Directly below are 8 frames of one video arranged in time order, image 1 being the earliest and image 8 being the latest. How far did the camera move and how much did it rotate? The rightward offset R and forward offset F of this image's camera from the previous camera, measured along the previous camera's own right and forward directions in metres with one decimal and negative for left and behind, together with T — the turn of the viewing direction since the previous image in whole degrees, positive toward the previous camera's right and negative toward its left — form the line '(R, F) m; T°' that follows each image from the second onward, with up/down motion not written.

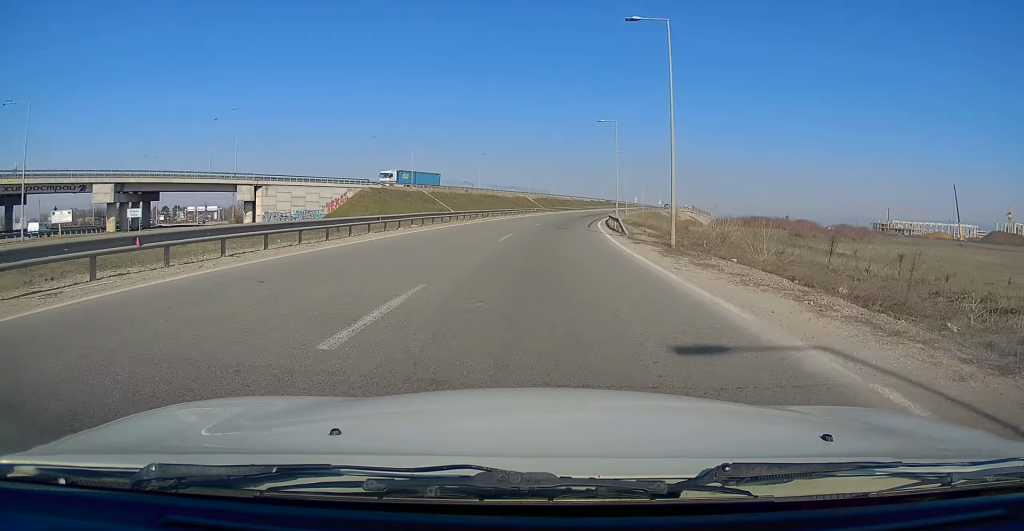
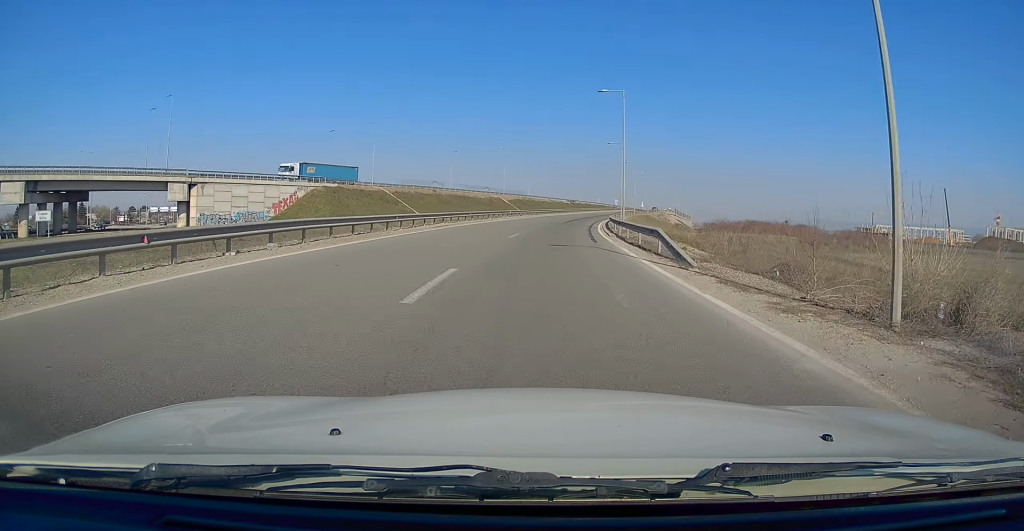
(+0.2, +13.6) m; +3°
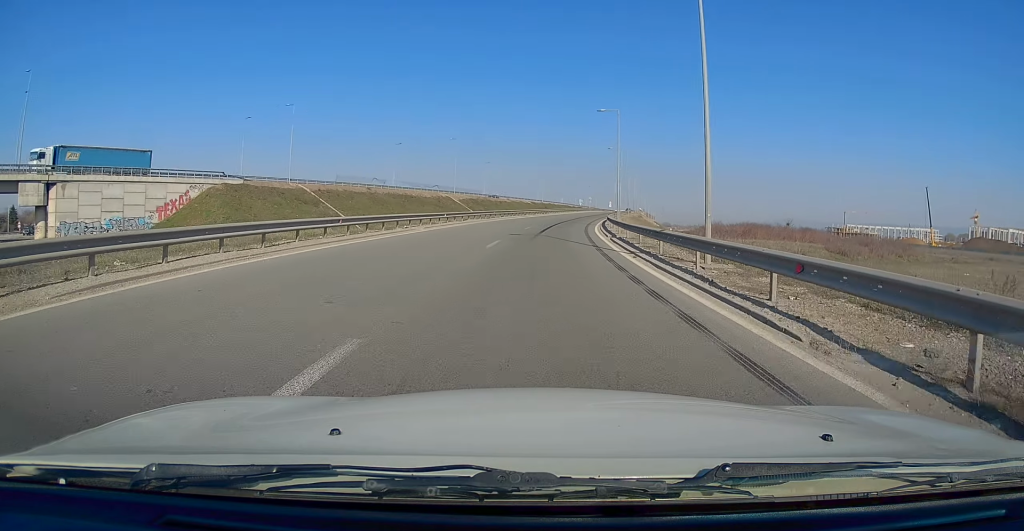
(+1.1, +21.8) m; +5°
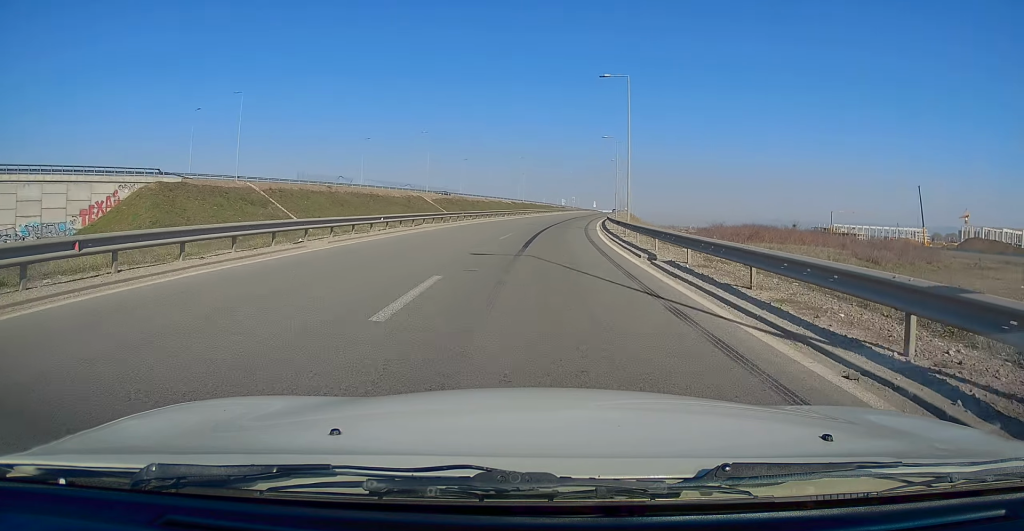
(+0.1, +11.3) m; +2°
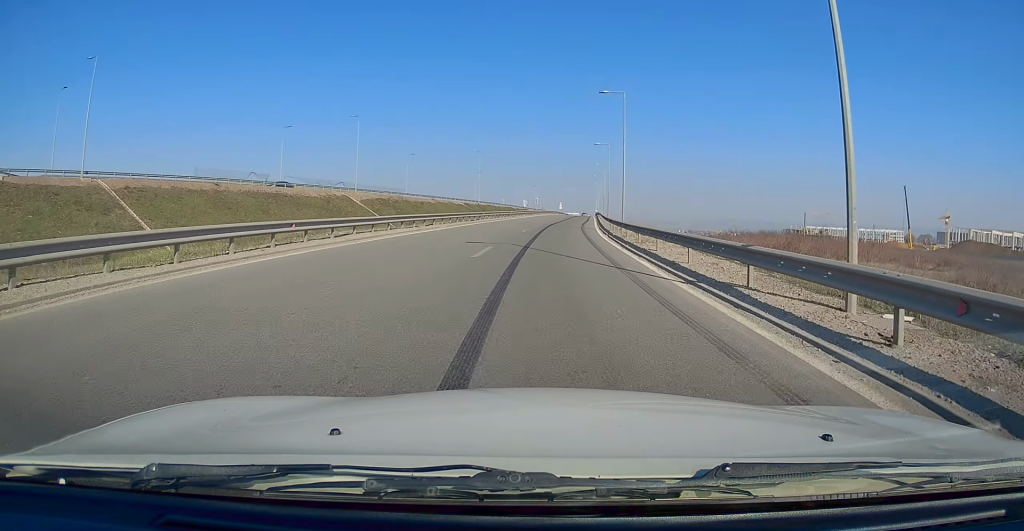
(+0.6, +24.0) m; +2°
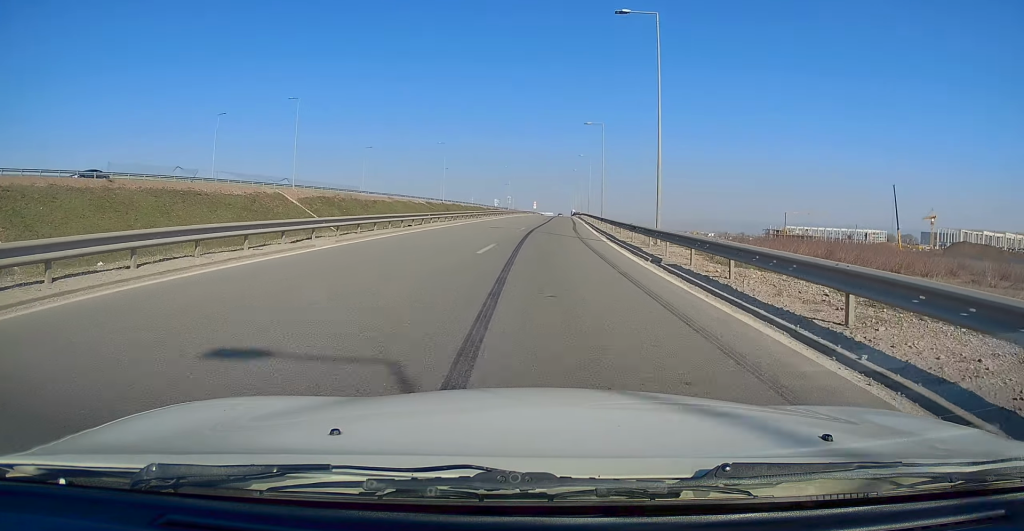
(0.0, +15.2) m; +1°
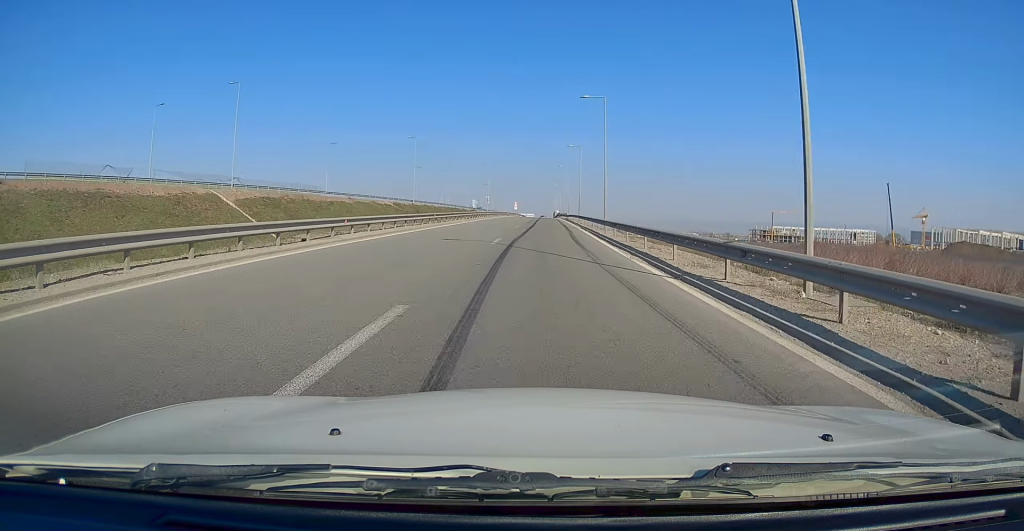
(+0.3, +12.1) m; +2°
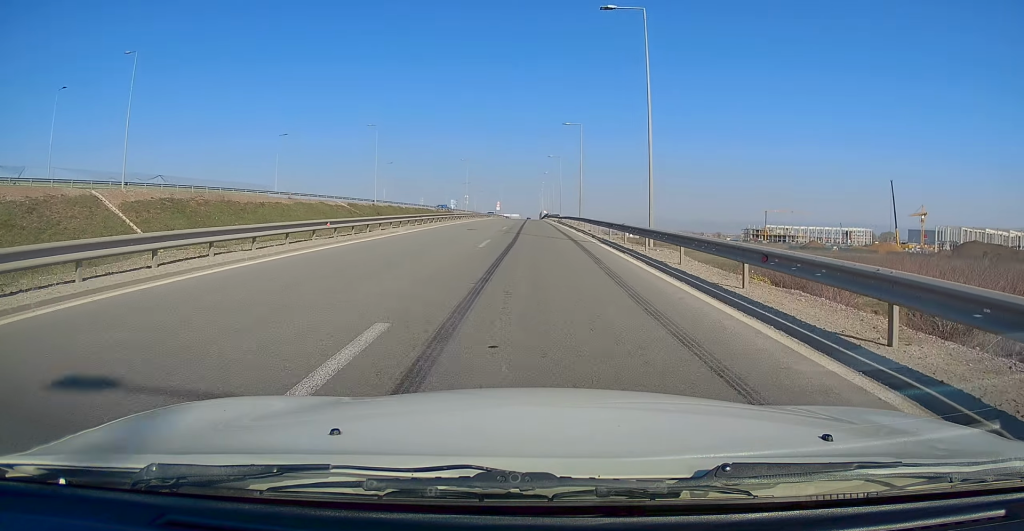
(+0.4, +17.2) m; +3°
